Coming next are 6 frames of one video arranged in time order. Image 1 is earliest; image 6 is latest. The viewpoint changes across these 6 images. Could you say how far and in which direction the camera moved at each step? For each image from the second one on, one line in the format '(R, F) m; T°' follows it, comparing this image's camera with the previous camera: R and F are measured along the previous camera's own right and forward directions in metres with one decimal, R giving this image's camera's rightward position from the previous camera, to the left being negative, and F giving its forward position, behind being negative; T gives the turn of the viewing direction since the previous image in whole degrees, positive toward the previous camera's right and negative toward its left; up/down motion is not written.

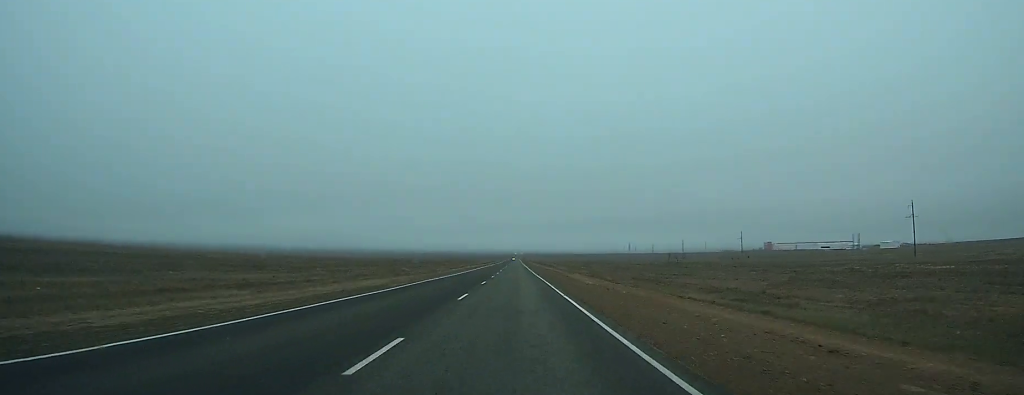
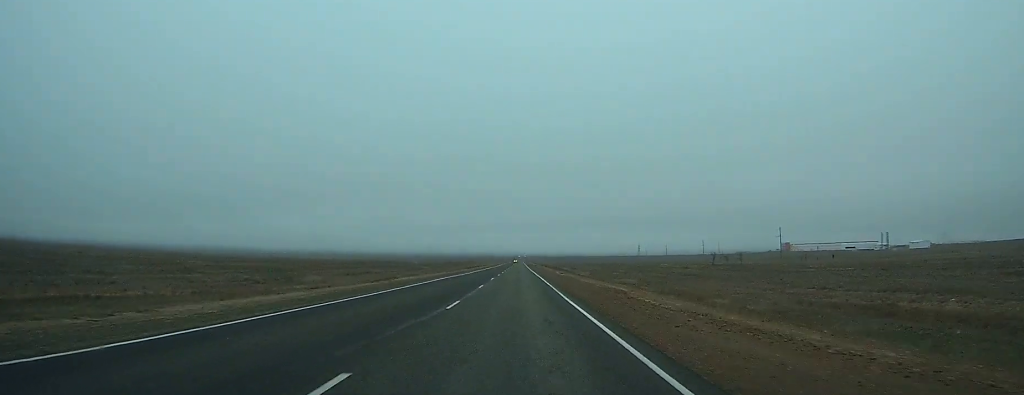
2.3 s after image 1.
(+0.1, +64.1) m; 0°
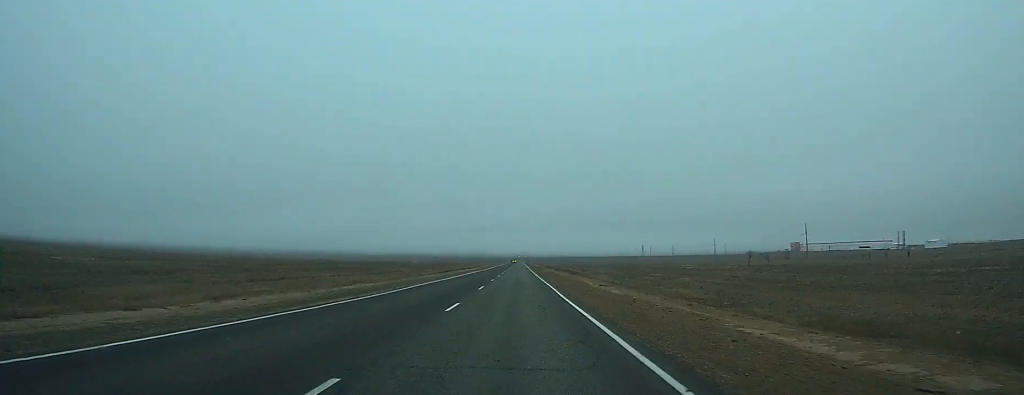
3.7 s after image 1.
(0.0, +35.5) m; 0°
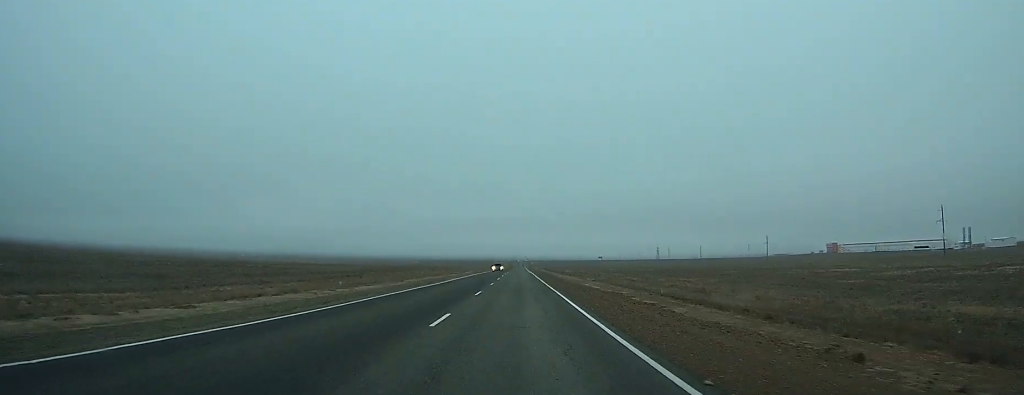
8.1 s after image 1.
(+0.1, +121.8) m; 0°
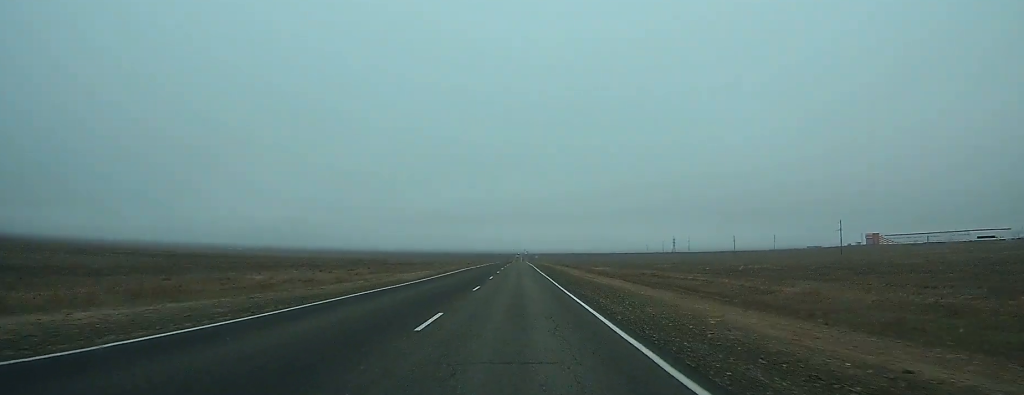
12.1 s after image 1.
(0.0, +112.7) m; 0°
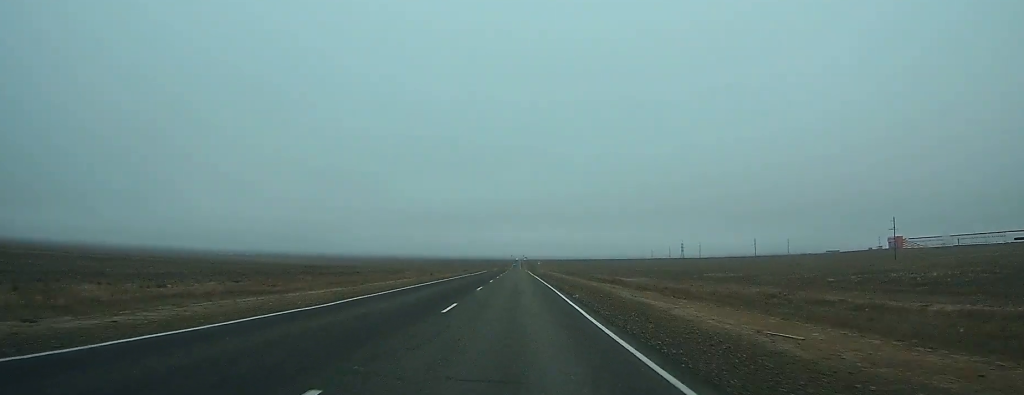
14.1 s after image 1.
(-0.1, +54.6) m; 0°
